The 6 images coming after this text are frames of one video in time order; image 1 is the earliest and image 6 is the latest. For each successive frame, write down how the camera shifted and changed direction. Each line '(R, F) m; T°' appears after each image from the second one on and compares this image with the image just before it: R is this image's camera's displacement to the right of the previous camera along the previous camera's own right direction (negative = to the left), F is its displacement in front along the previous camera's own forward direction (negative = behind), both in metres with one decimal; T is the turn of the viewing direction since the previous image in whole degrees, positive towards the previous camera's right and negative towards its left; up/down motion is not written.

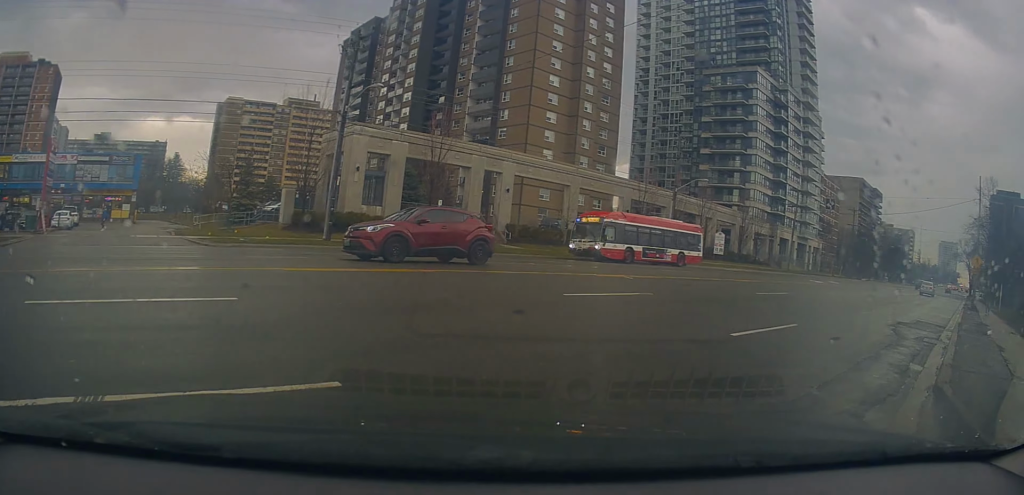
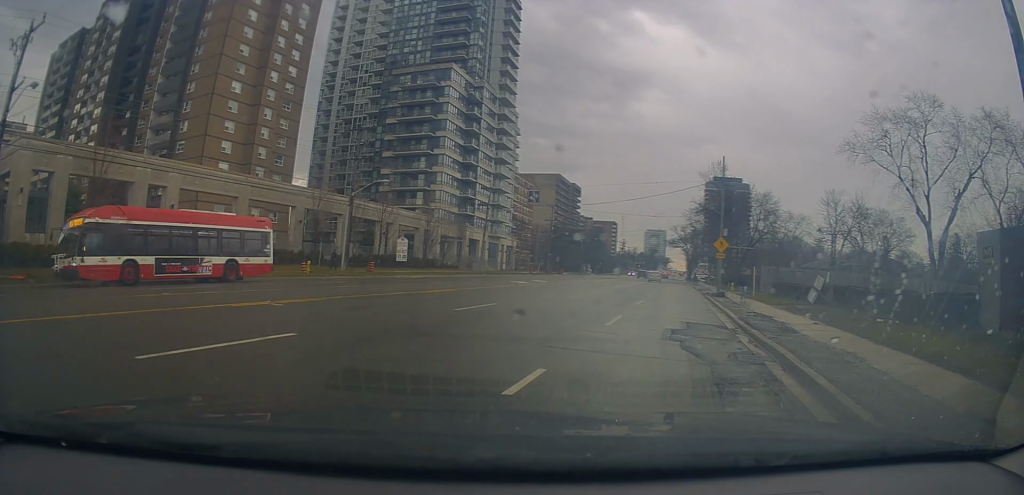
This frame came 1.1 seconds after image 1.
(+1.2, +4.4) m; +31°
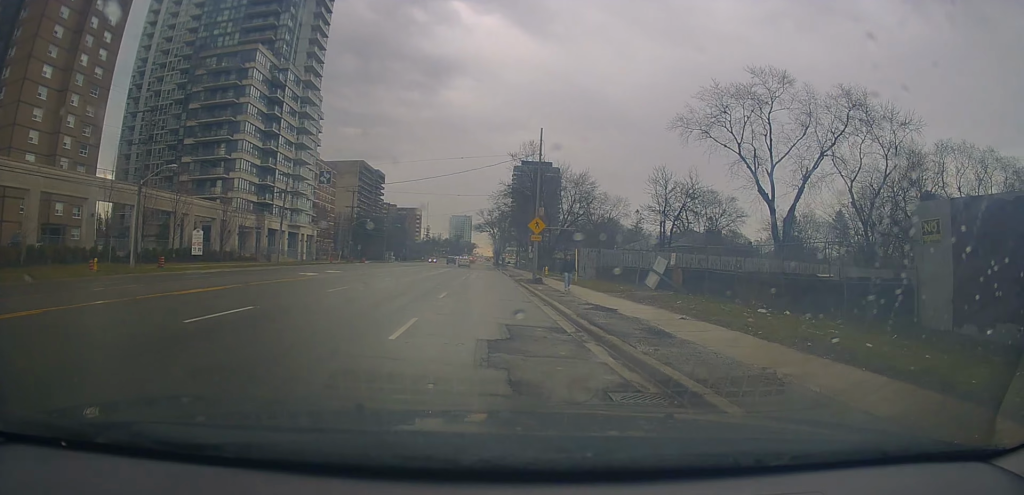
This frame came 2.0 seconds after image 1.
(+0.8, +4.1) m; +13°
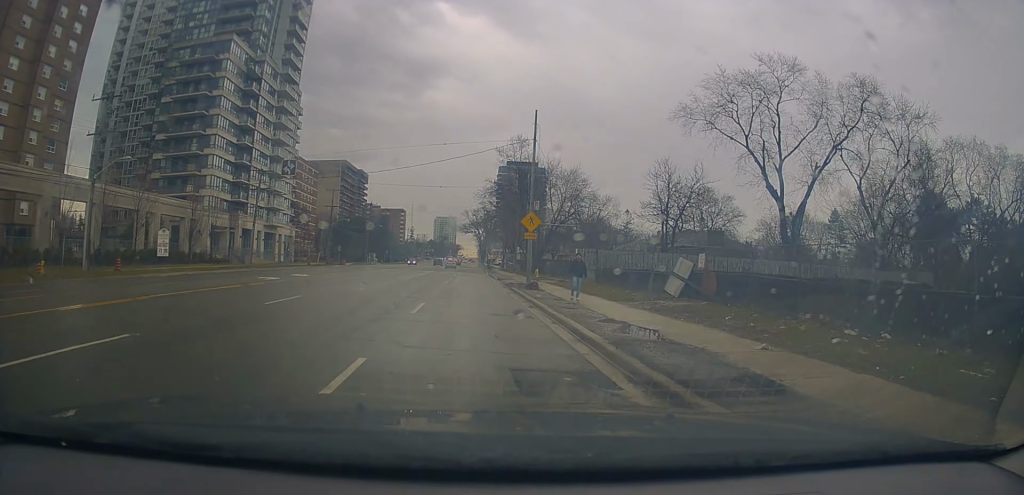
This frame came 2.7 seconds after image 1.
(+0.3, +4.3) m; +3°
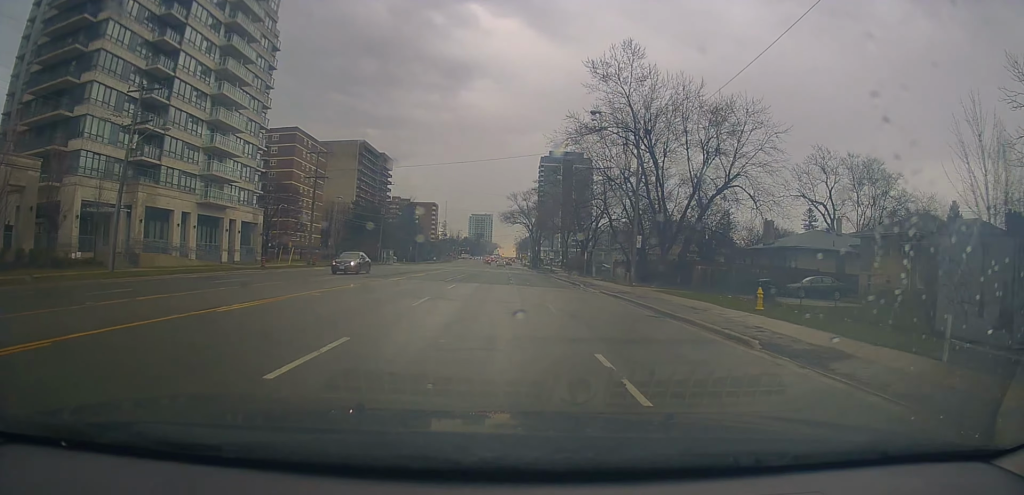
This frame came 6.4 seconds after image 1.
(-1.2, +33.5) m; -3°
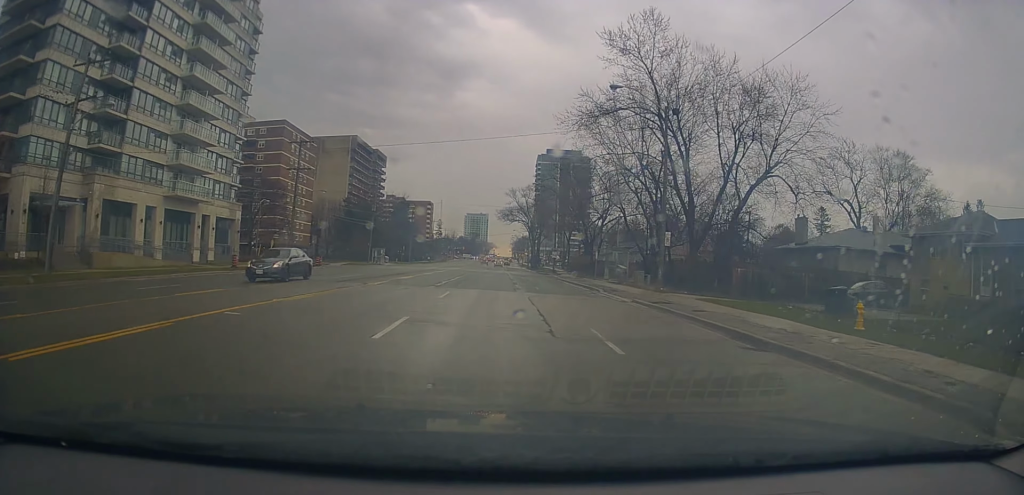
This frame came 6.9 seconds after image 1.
(+0.1, +5.8) m; 0°
